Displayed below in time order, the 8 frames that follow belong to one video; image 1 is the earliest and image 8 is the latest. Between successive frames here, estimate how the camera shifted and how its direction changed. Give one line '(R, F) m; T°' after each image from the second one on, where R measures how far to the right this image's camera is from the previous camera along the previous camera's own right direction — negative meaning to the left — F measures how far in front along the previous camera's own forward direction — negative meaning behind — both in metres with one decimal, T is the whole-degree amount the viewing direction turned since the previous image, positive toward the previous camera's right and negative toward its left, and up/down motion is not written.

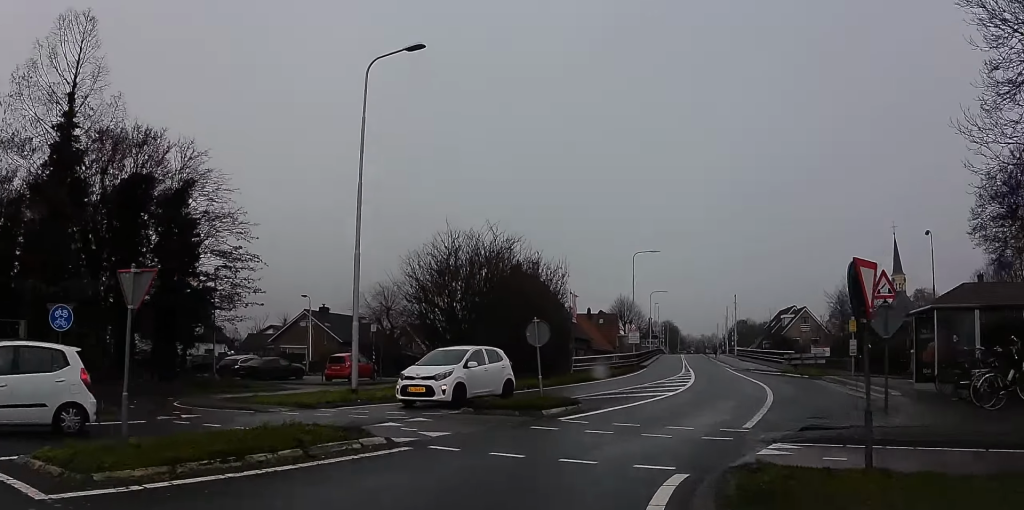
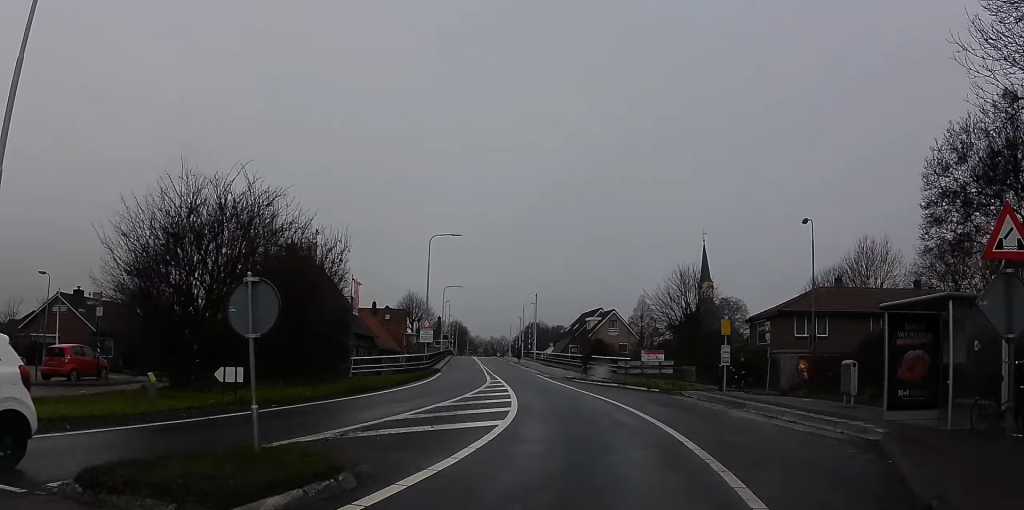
(+0.1, +8.8) m; +8°
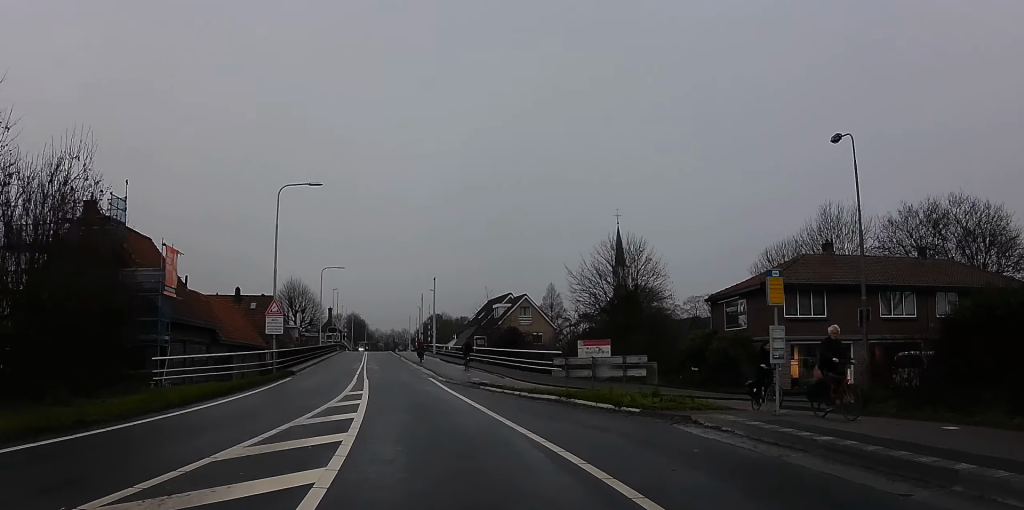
(+1.6, +13.1) m; +8°
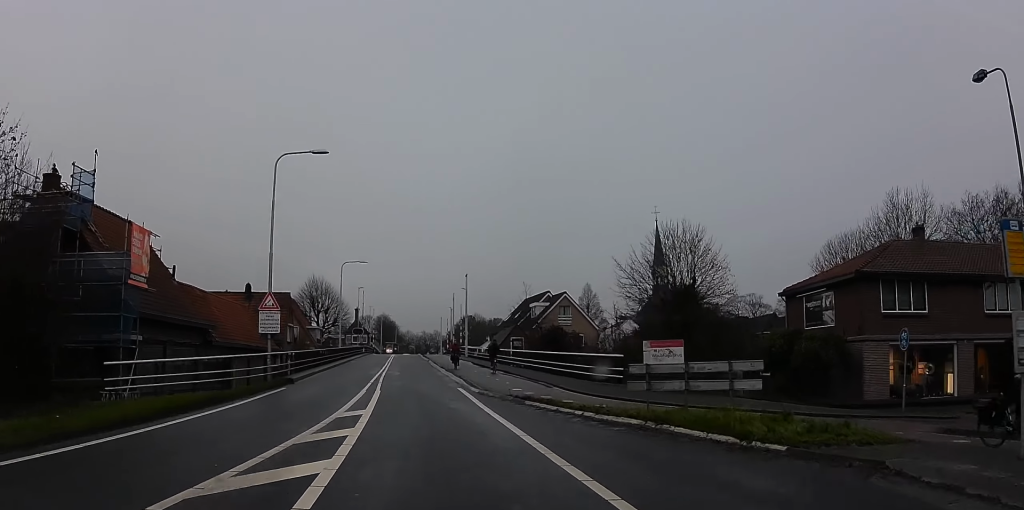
(+0.1, +6.3) m; -1°
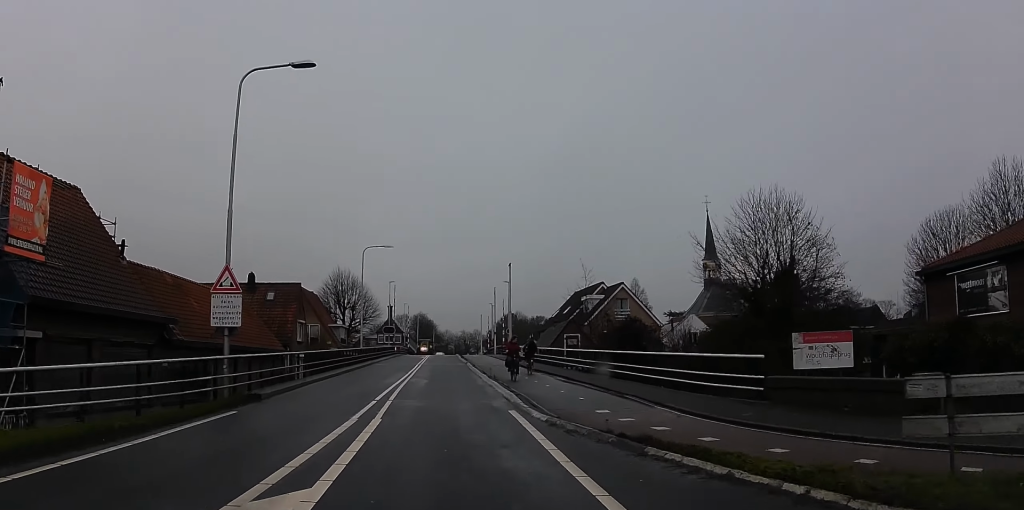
(-0.2, +9.1) m; -4°
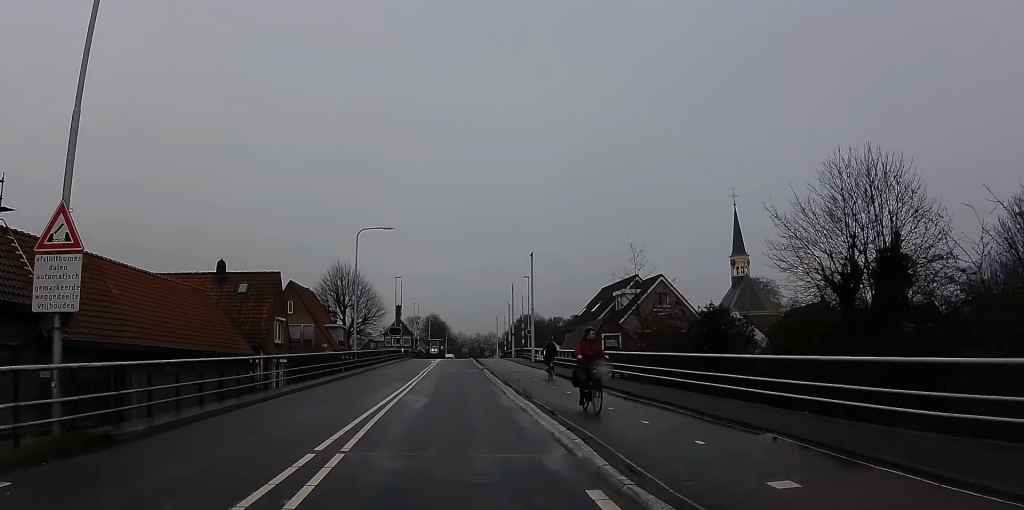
(-0.5, +8.8) m; 0°
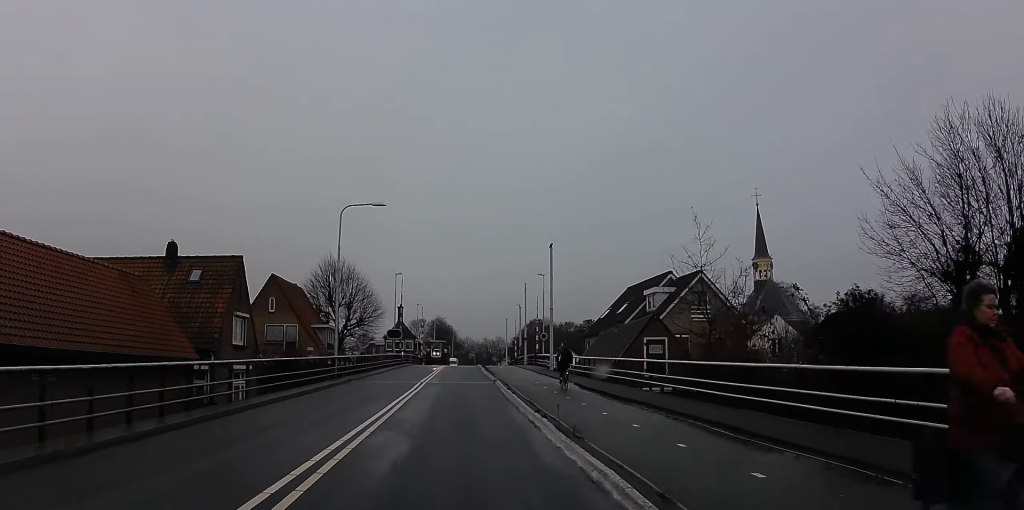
(+0.3, +7.9) m; +1°
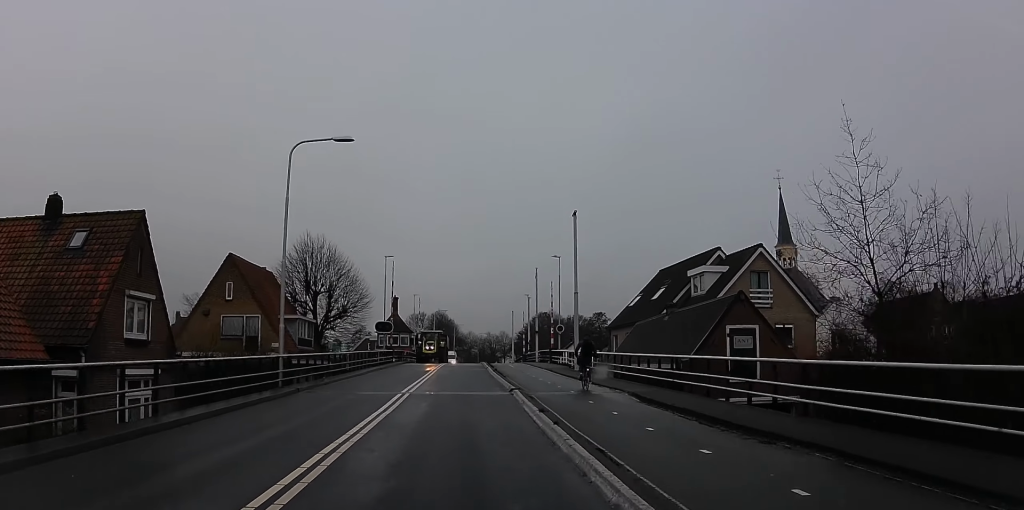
(+0.2, +10.3) m; +1°
